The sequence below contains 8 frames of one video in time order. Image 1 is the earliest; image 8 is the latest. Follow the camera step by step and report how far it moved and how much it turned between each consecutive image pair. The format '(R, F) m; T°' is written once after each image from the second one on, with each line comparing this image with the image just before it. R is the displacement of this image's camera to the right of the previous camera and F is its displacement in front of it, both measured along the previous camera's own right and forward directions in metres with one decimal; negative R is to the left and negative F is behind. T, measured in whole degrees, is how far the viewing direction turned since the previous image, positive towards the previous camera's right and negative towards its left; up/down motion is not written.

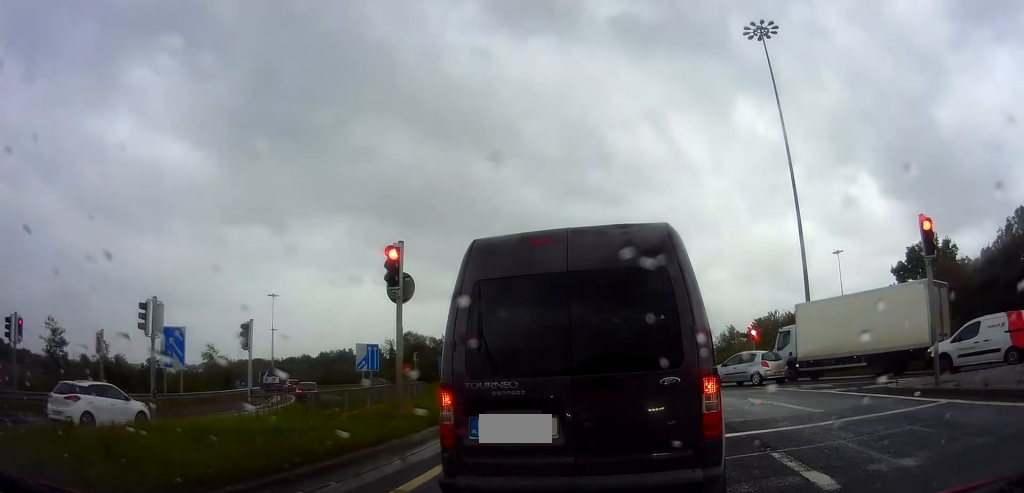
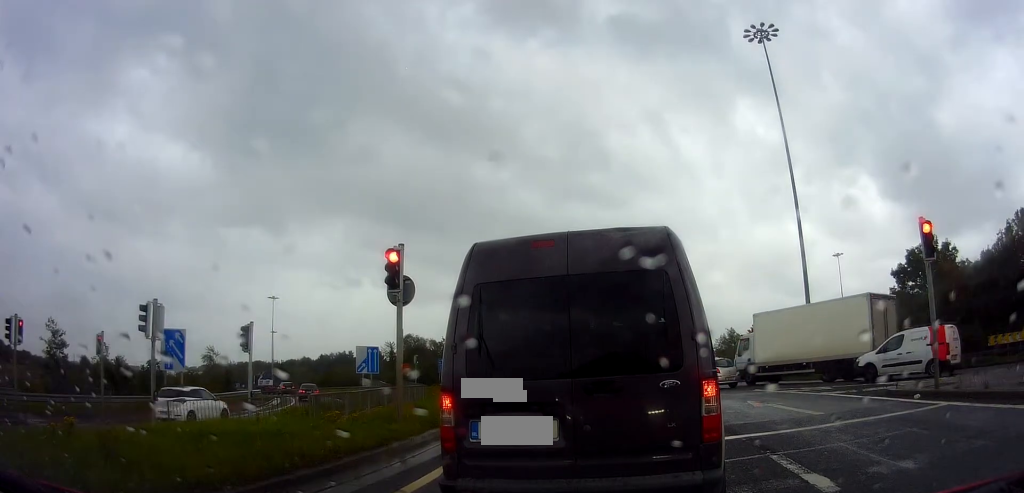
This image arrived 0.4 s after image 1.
(-0.1, +0.2) m; 0°
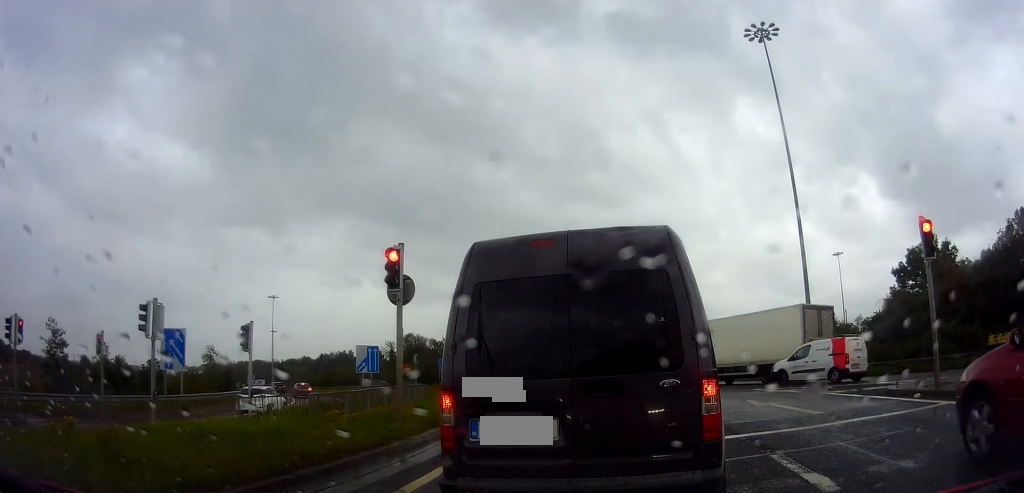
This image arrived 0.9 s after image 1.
(-0.2, +0.2) m; 0°
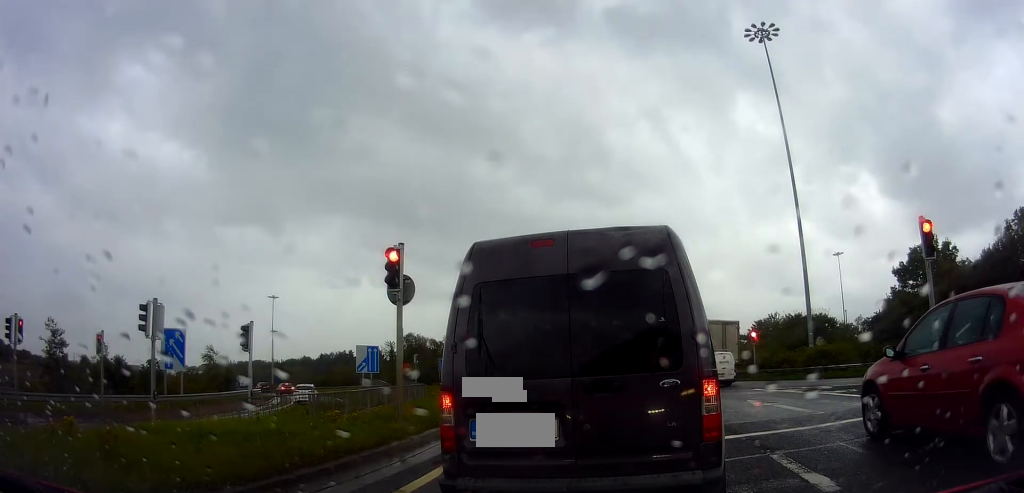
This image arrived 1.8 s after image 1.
(-0.3, +0.1) m; 0°
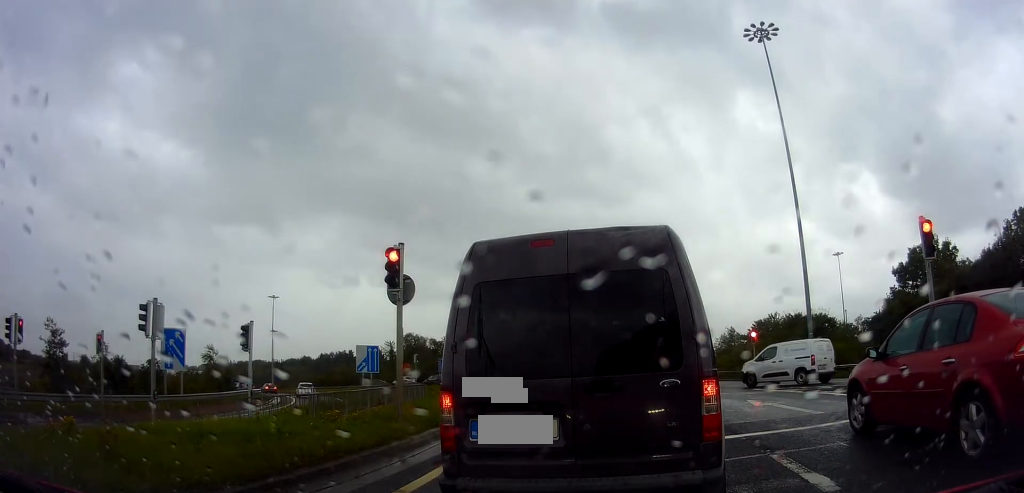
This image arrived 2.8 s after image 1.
(0.0, 0.0) m; 0°
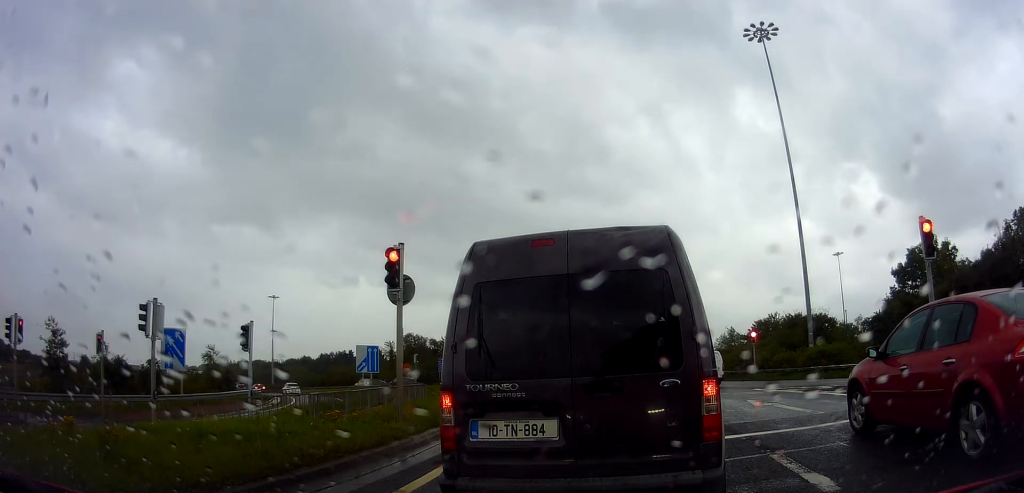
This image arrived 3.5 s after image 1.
(0.0, 0.0) m; 0°
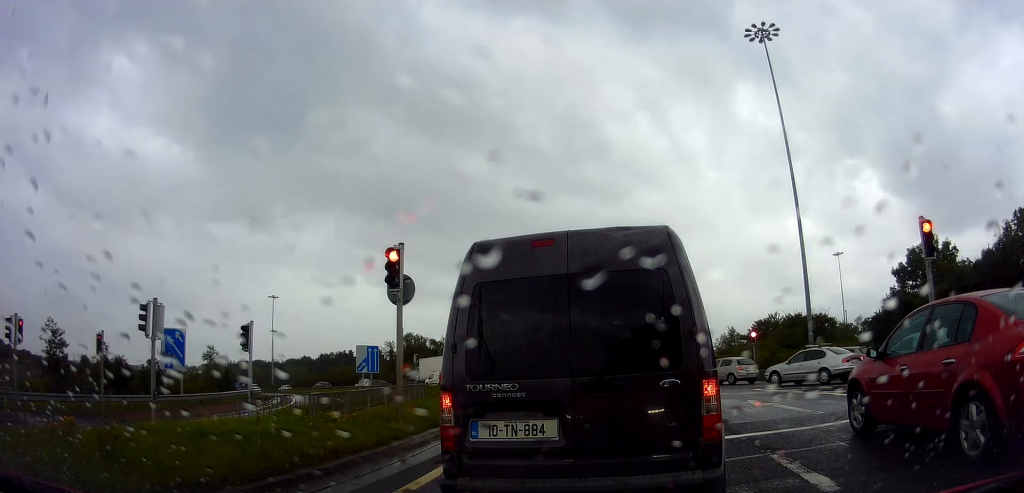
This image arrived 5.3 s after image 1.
(0.0, 0.0) m; 0°
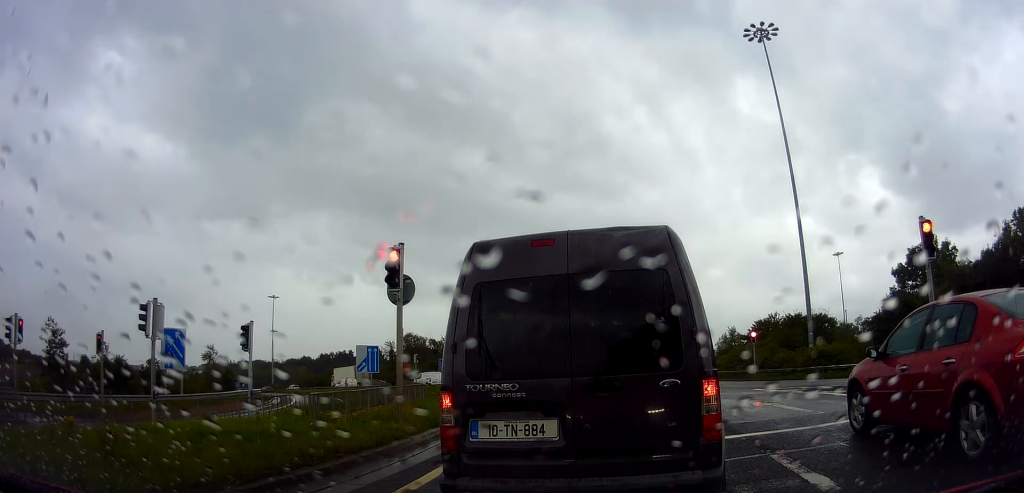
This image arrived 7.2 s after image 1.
(0.0, 0.0) m; 0°
